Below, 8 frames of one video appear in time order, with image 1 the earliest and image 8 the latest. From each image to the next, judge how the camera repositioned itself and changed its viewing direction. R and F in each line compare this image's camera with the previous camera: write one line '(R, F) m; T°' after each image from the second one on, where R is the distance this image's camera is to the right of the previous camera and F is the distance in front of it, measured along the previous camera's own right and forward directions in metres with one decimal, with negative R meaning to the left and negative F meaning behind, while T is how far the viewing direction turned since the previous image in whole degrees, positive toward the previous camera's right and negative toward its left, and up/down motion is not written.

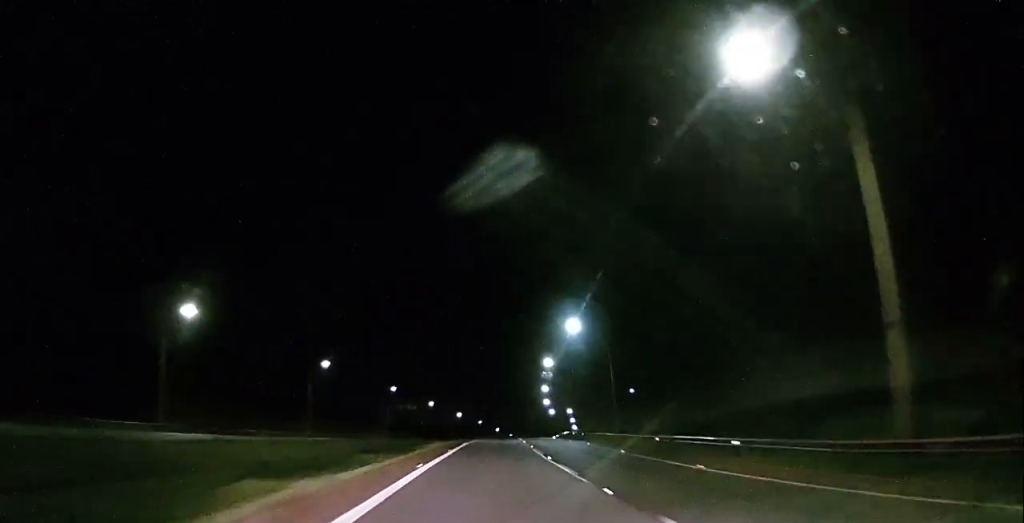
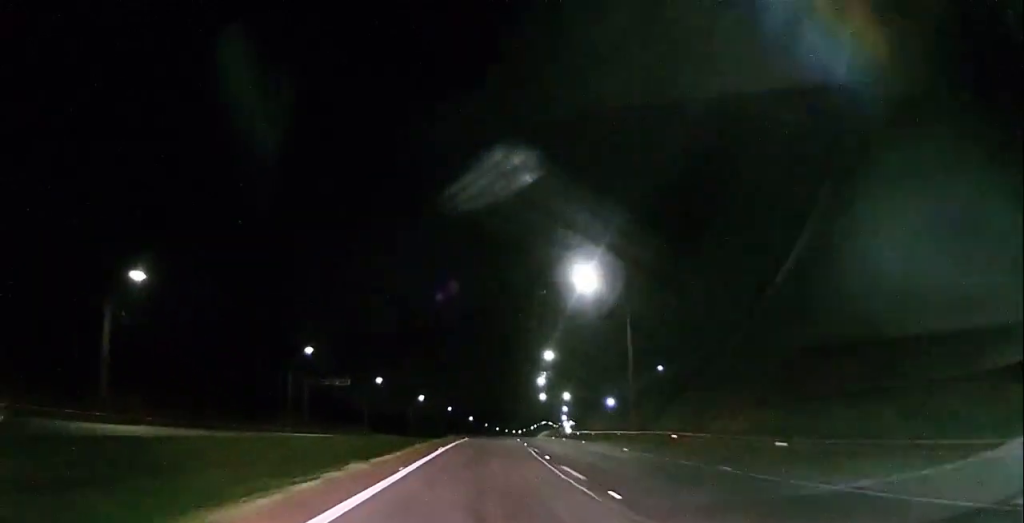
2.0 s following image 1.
(0.0, +50.6) m; 0°
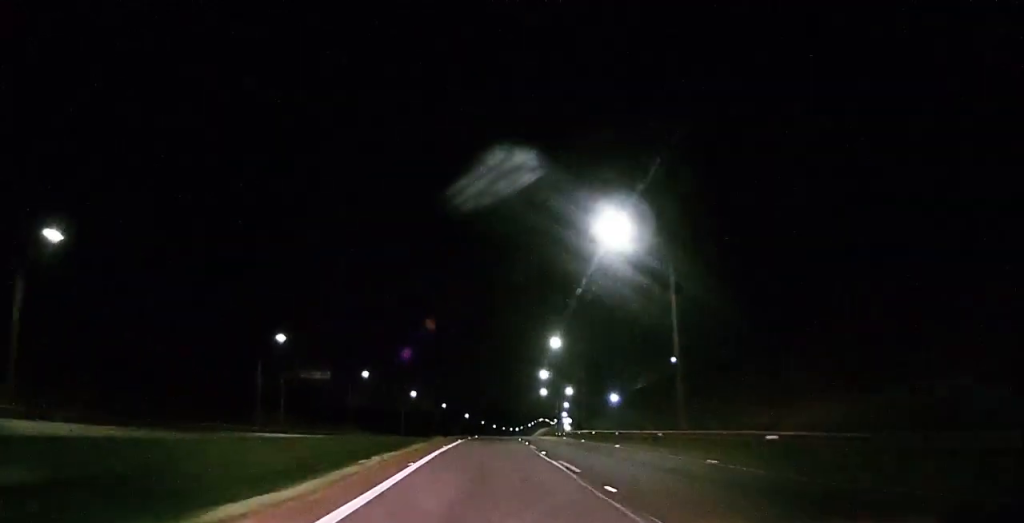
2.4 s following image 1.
(0.0, +11.0) m; 0°
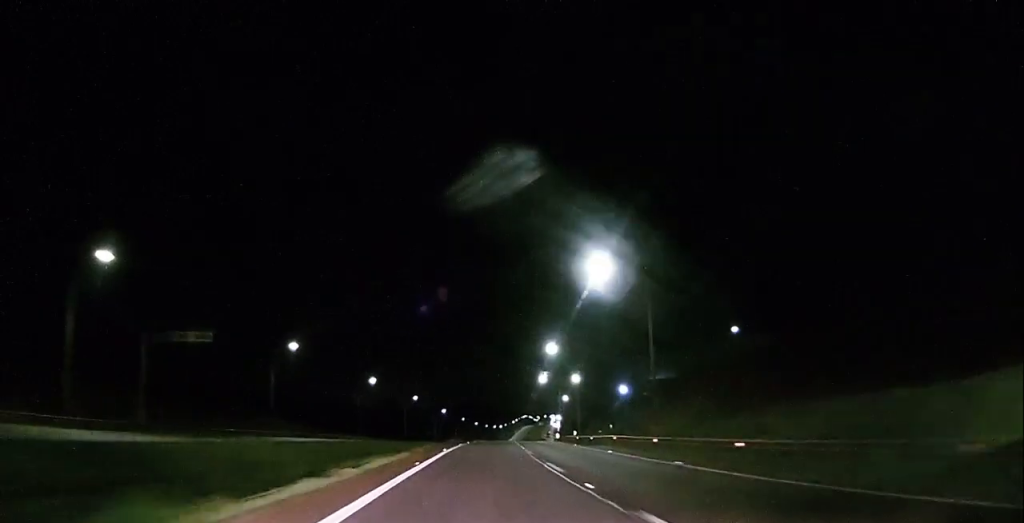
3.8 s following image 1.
(0.0, +35.6) m; 0°
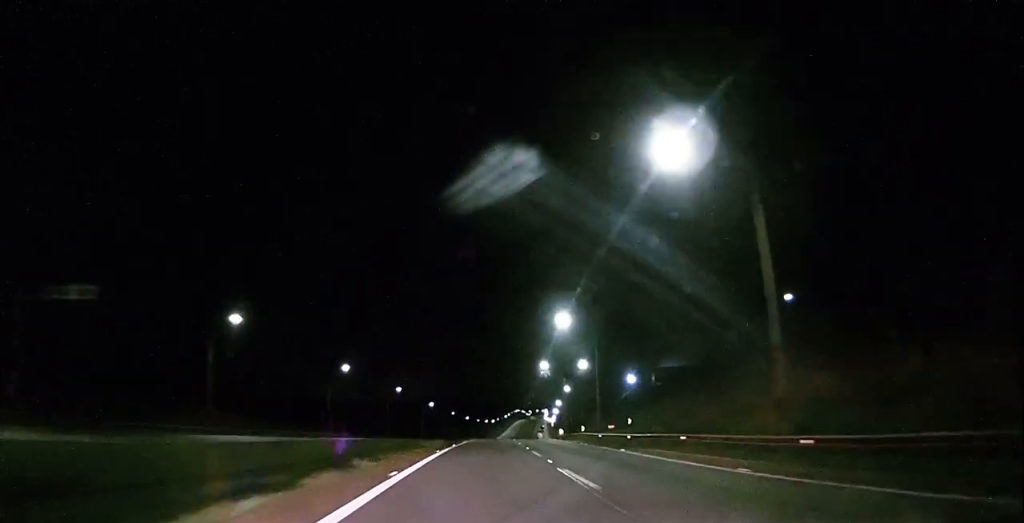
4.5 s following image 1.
(0.0, +17.0) m; 0°
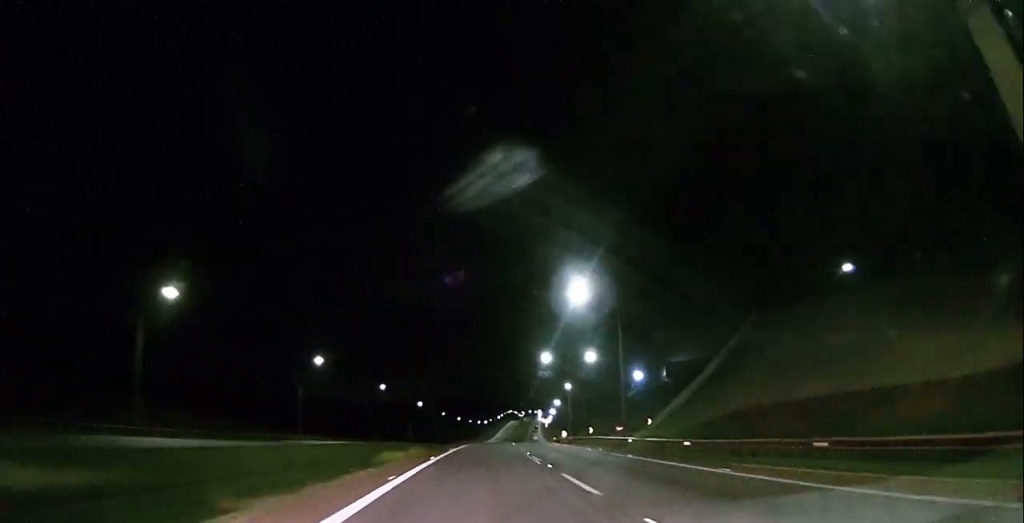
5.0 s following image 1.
(0.0, +12.8) m; 0°
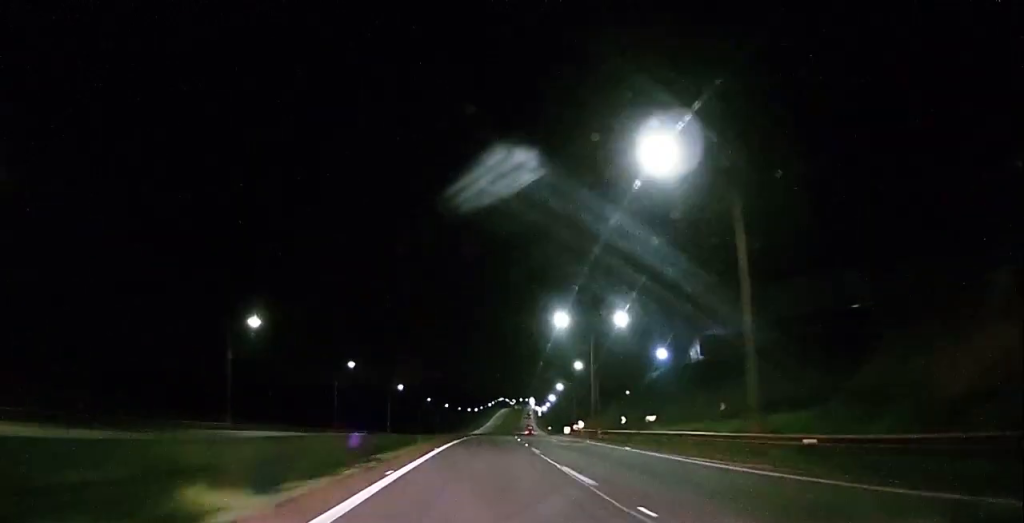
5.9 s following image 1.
(0.0, +23.1) m; 0°
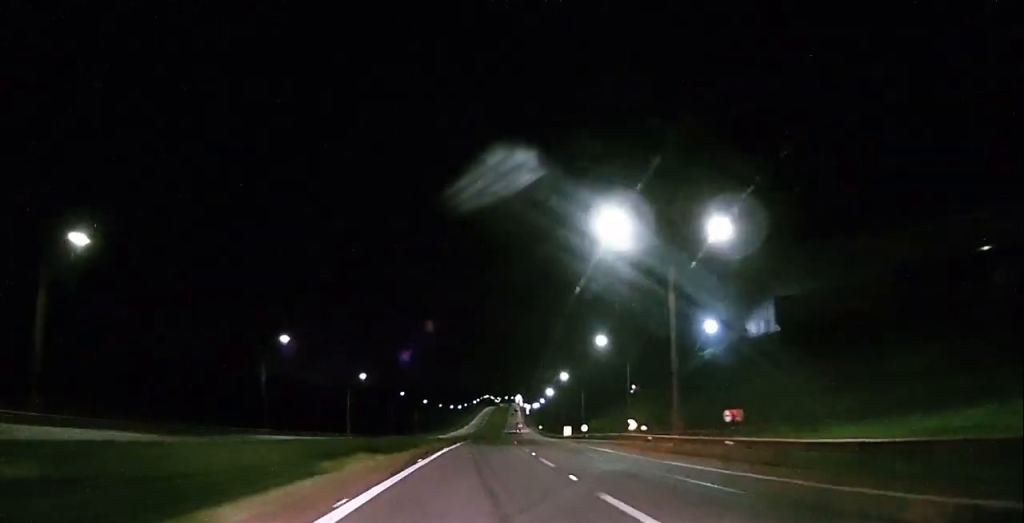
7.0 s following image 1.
(0.0, +29.4) m; 0°
